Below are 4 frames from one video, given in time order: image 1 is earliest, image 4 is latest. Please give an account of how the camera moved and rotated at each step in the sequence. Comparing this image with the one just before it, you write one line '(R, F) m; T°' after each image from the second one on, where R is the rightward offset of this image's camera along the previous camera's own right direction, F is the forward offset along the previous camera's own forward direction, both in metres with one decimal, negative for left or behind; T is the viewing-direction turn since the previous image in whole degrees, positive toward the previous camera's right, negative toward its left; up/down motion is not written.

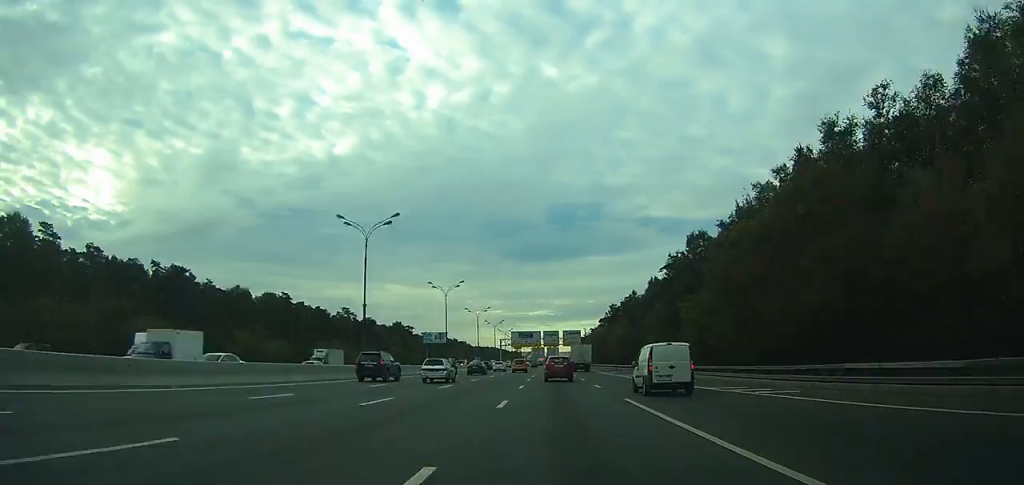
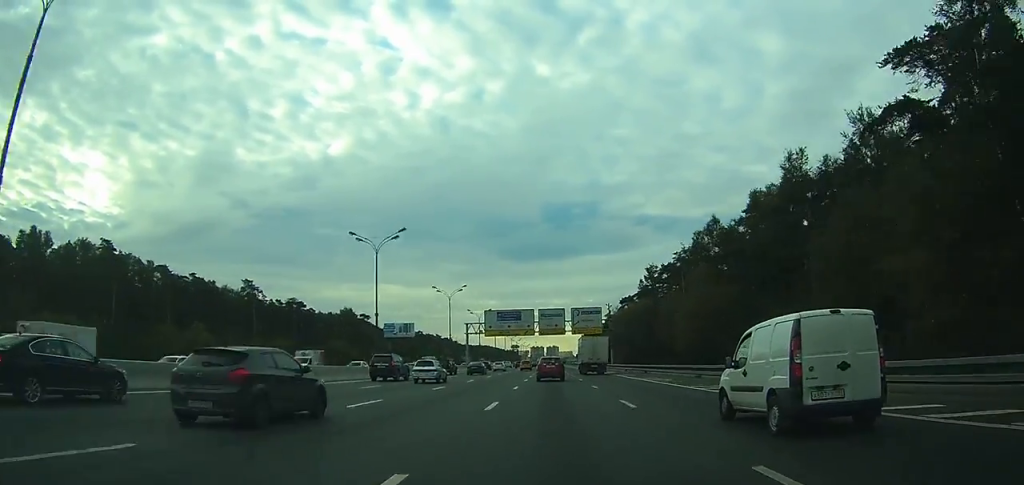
(0.0, +76.3) m; 0°
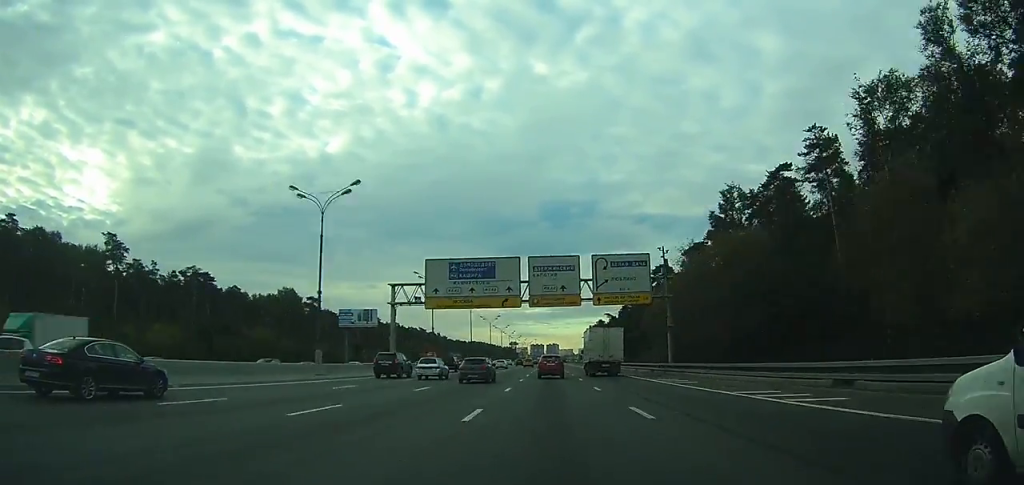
(+0.3, +51.9) m; 0°
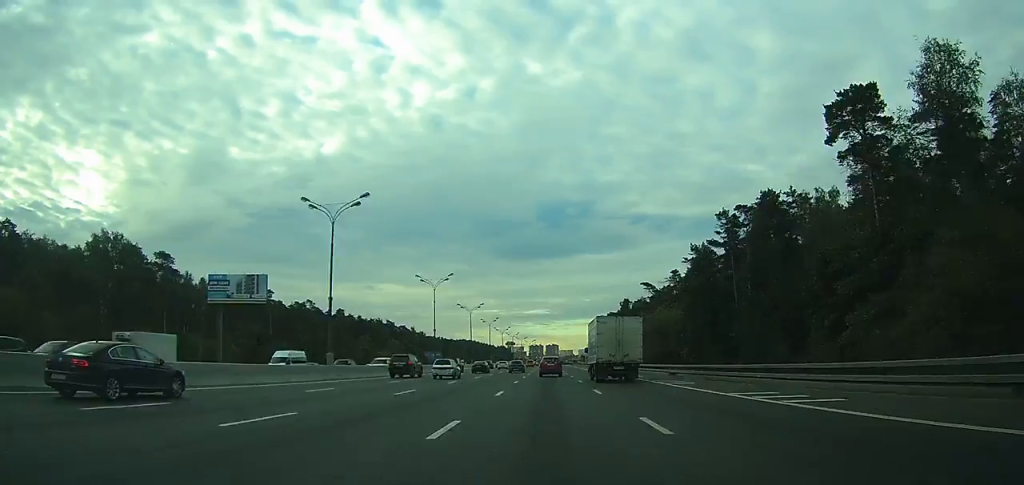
(+0.2, +71.7) m; 0°
